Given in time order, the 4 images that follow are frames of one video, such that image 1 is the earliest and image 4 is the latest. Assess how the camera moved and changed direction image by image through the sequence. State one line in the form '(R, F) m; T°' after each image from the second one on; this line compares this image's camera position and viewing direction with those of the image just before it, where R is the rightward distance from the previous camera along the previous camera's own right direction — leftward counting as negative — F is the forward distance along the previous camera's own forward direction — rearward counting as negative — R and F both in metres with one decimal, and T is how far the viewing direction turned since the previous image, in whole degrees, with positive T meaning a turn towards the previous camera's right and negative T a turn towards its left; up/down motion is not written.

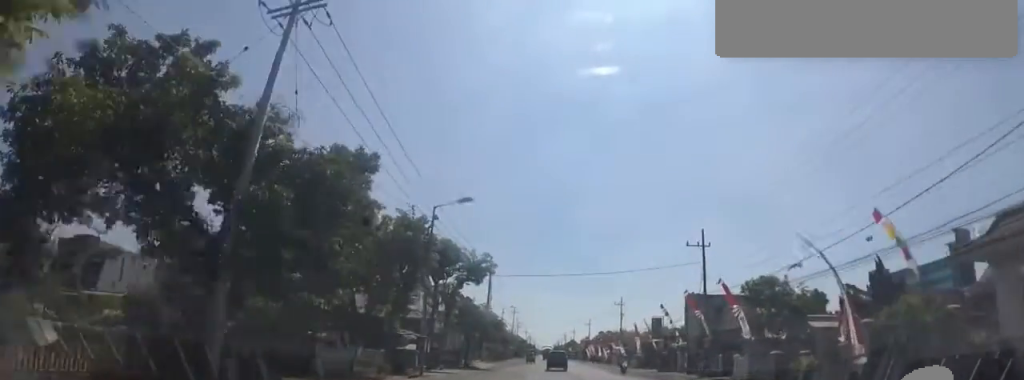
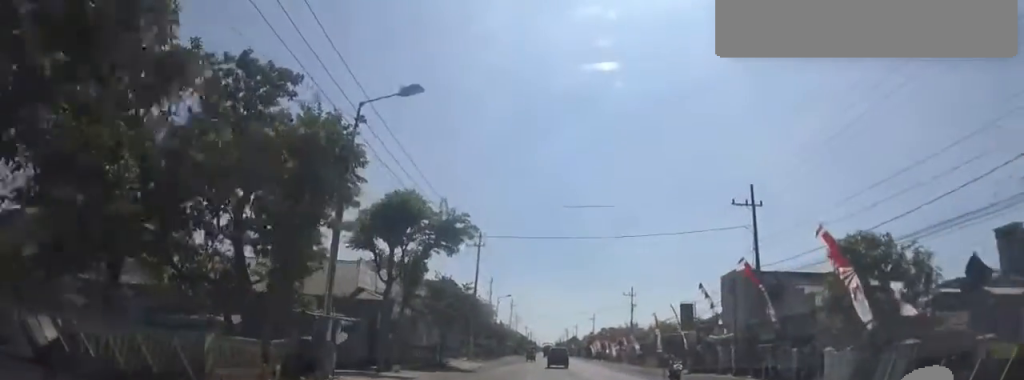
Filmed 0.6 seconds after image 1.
(-0.2, +9.3) m; +2°
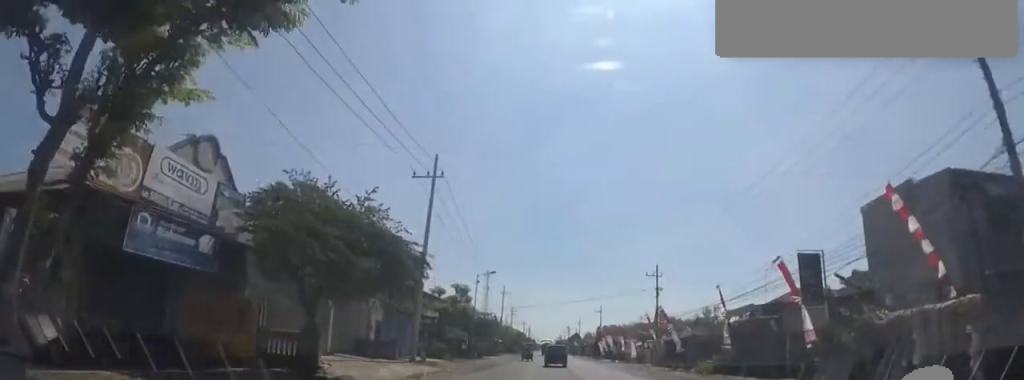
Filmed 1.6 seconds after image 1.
(+0.9, +16.6) m; -1°
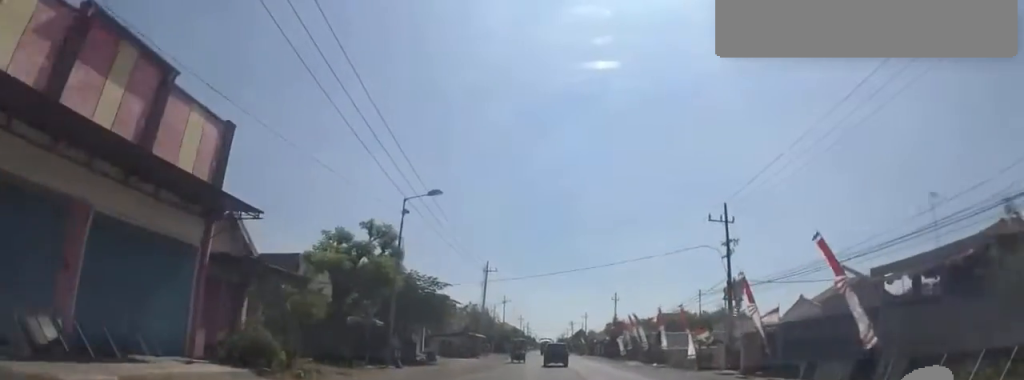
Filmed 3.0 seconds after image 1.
(-1.9, +21.4) m; -5°
